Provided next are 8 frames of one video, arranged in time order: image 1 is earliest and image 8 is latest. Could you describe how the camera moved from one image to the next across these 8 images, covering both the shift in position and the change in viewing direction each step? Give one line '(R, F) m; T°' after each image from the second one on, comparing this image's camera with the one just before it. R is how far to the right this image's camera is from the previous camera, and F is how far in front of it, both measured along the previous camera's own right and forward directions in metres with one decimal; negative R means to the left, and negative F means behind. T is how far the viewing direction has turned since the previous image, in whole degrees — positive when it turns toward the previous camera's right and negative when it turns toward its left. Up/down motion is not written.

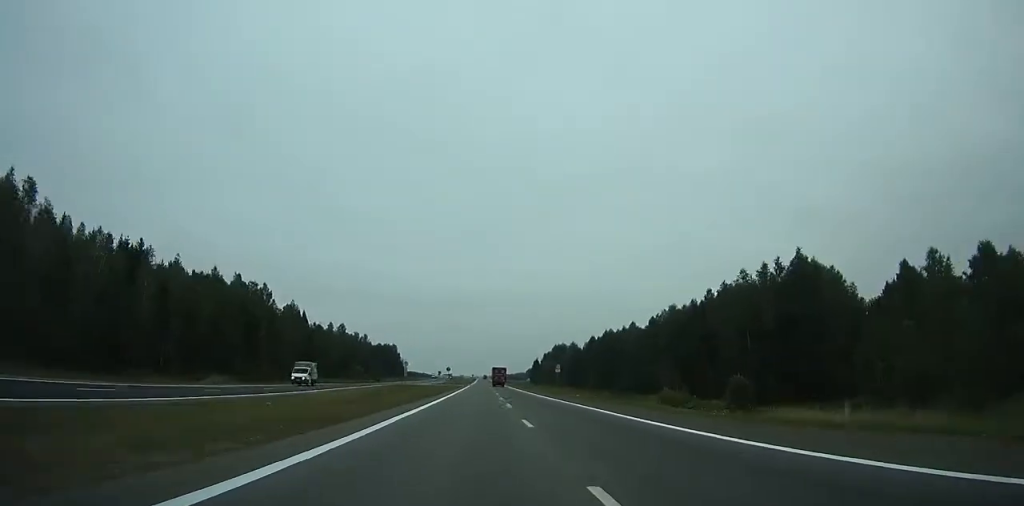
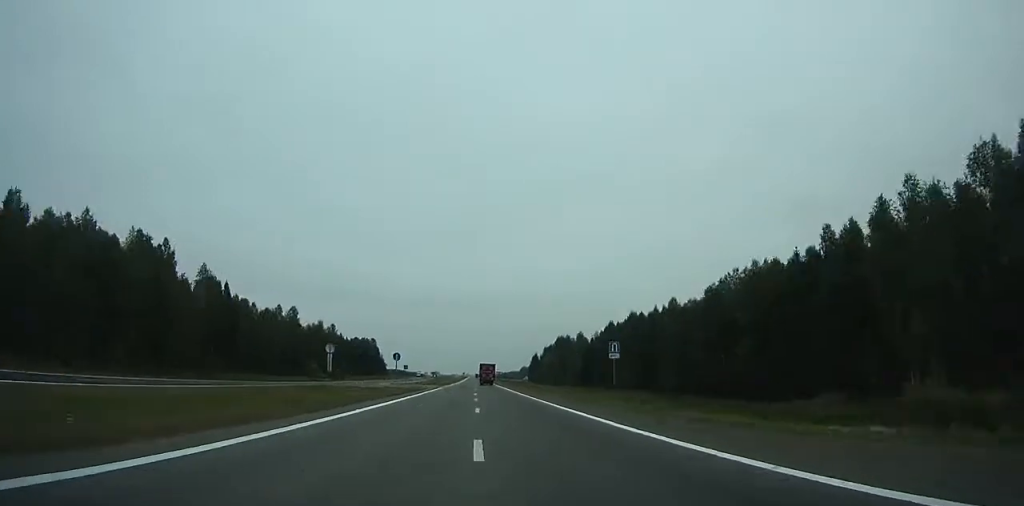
(+0.2, +43.1) m; 0°
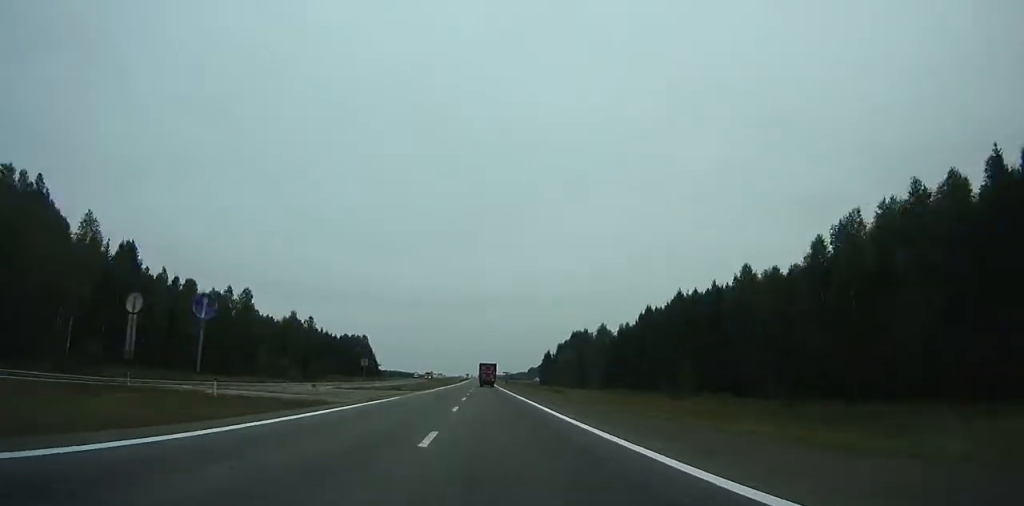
(0.0, +33.9) m; 0°
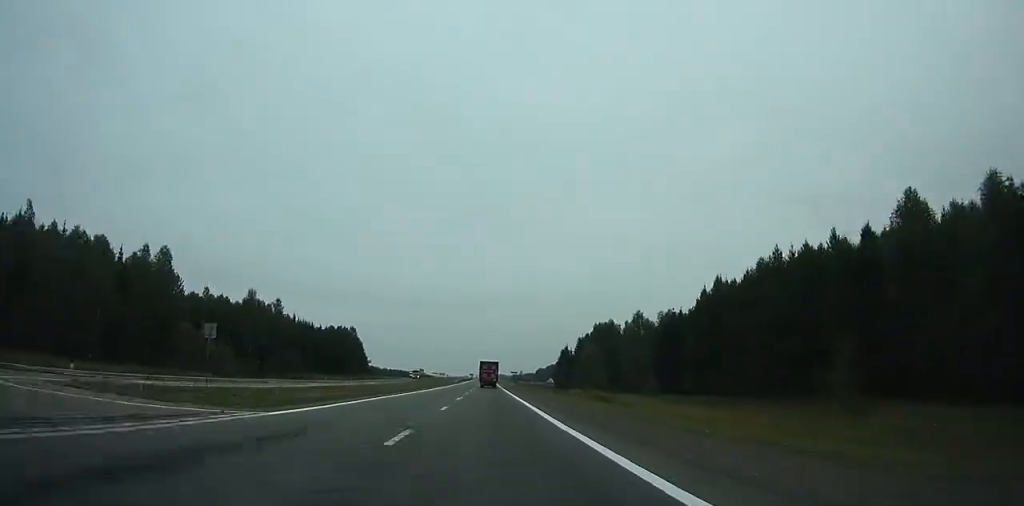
(+0.2, +36.8) m; 0°
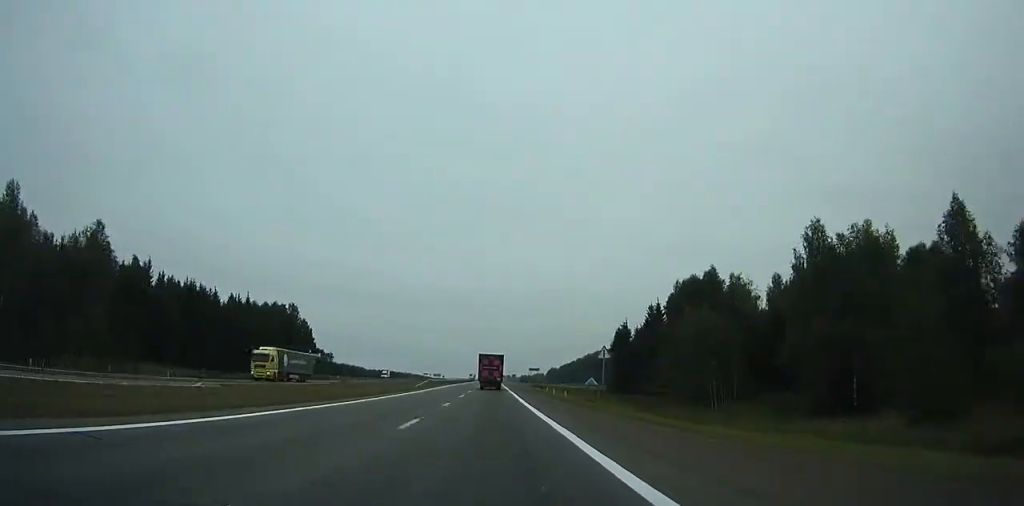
(-0.6, +79.5) m; -1°
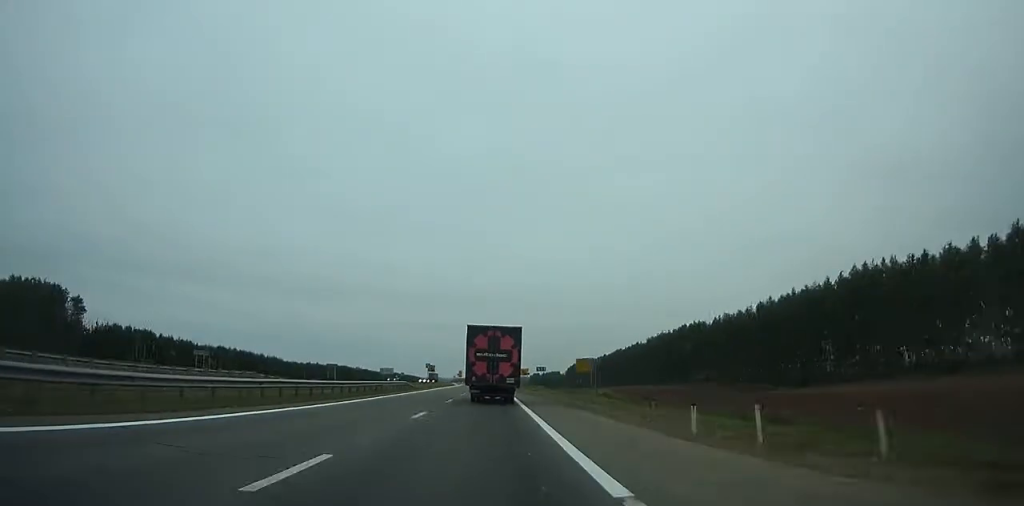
(-1.1, +176.5) m; -1°
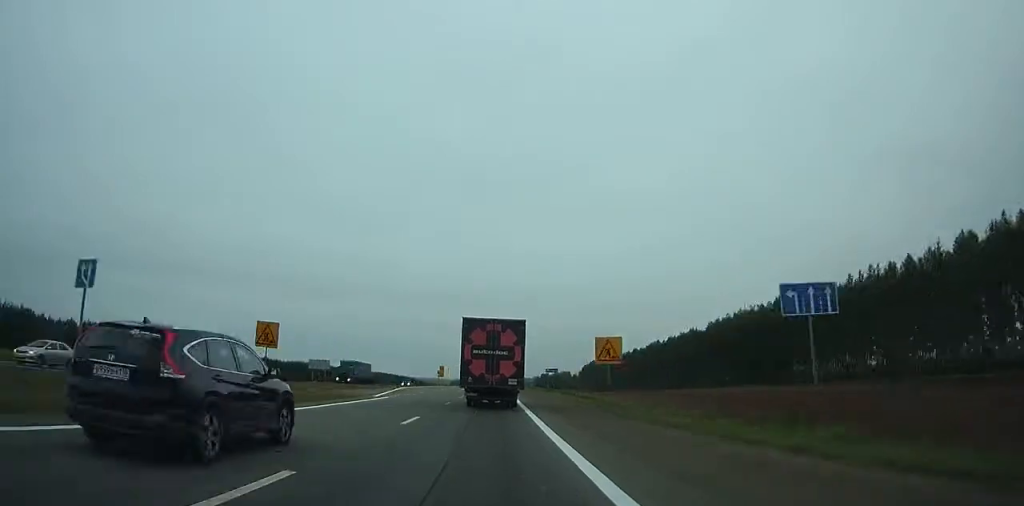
(-0.1, +75.1) m; 0°
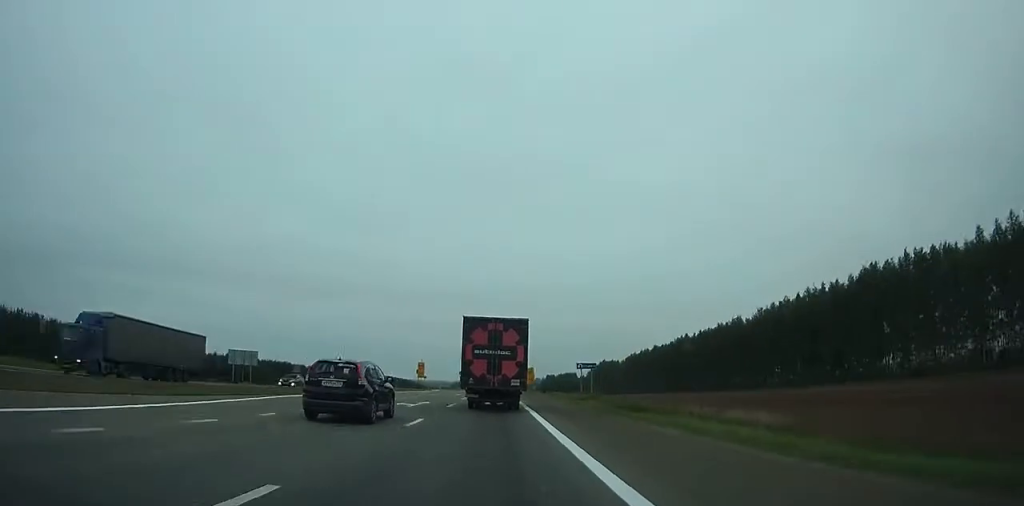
(-0.1, +37.4) m; 0°
